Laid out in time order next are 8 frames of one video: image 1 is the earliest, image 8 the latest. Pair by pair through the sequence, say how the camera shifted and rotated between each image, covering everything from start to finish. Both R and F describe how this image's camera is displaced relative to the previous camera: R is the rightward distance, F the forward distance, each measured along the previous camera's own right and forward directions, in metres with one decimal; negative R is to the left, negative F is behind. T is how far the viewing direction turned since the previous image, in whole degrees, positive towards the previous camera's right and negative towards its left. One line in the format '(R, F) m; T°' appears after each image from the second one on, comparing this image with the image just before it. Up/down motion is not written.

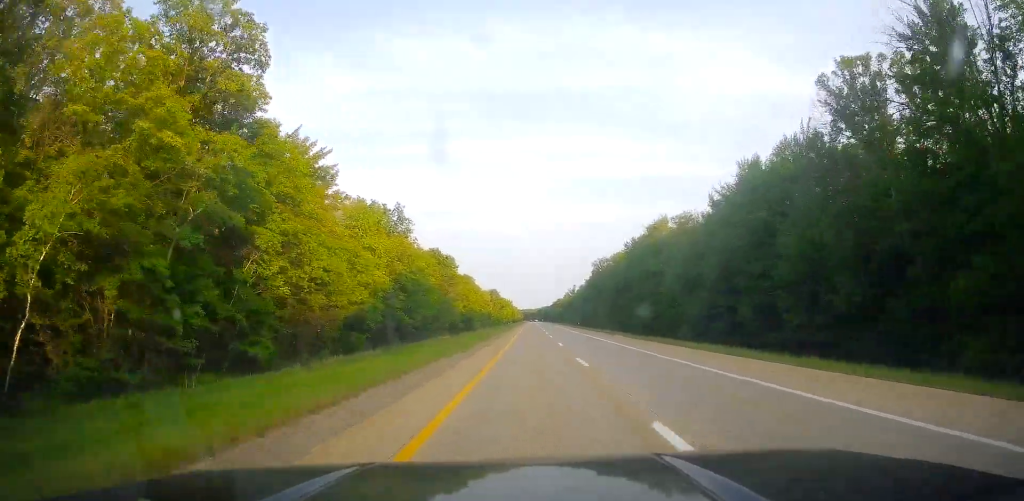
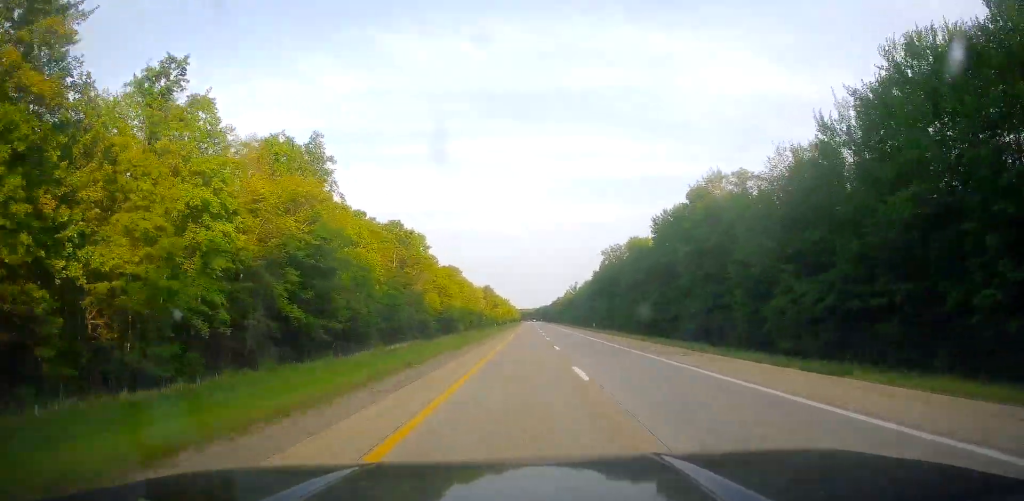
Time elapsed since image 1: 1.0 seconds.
(0.0, +34.8) m; 0°
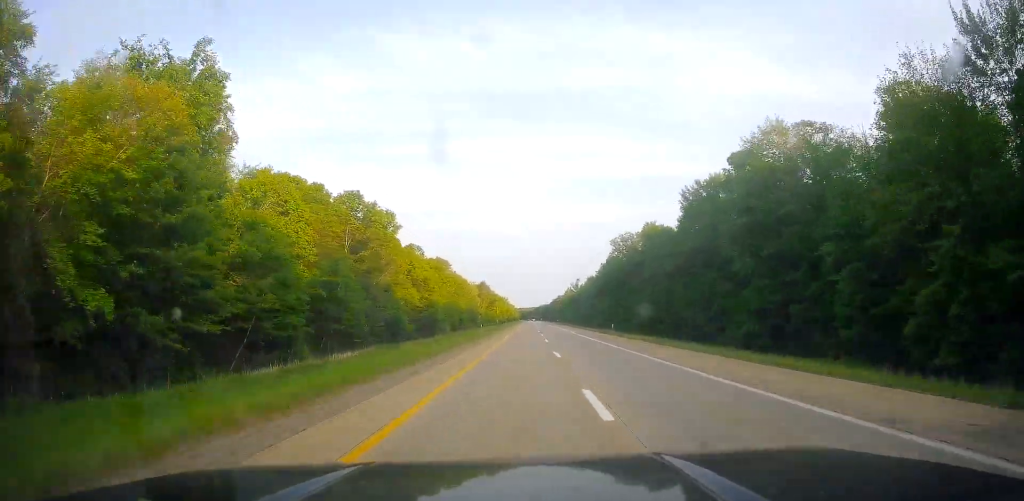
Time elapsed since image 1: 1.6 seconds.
(0.0, +21.7) m; 0°
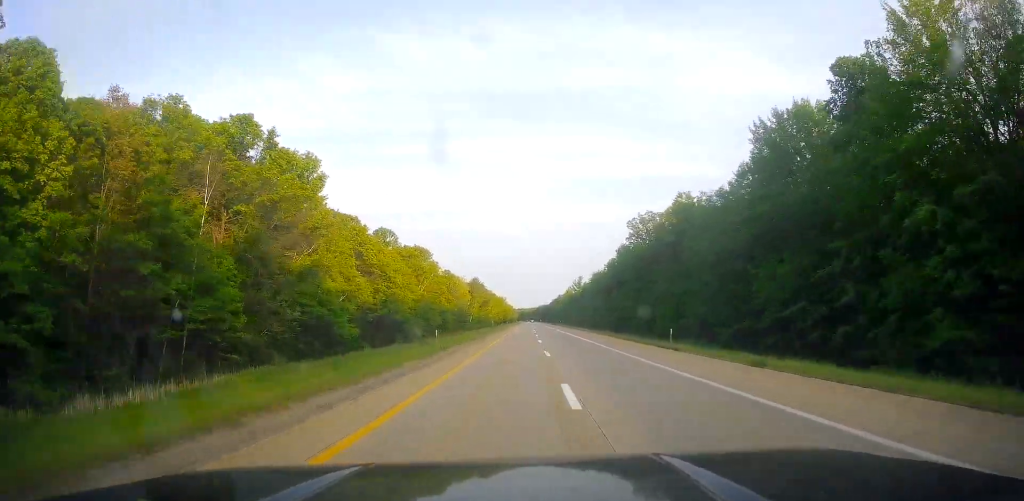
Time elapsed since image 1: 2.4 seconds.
(0.0, +28.8) m; 0°
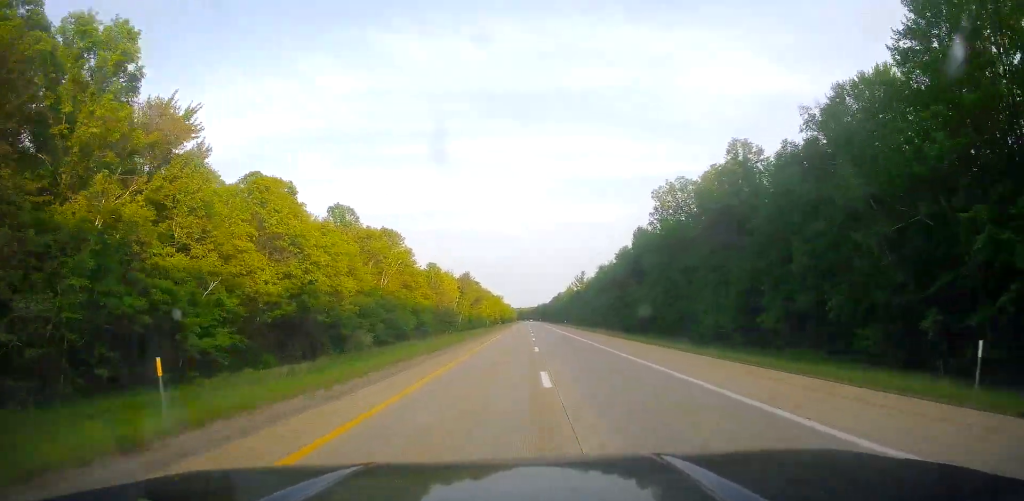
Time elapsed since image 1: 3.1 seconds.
(0.0, +27.6) m; 0°
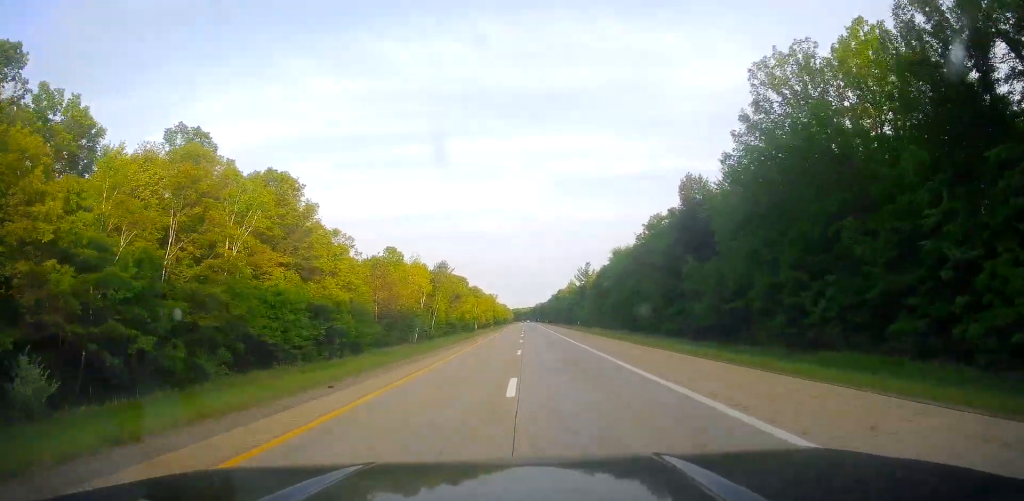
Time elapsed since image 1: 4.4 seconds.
(+0.2, +46.7) m; +1°
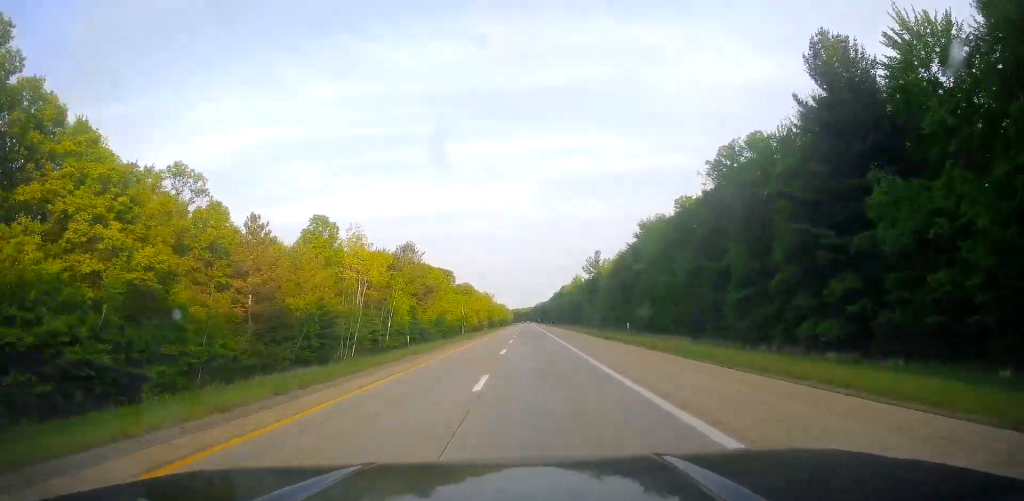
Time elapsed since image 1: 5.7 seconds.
(+0.2, +44.5) m; 0°
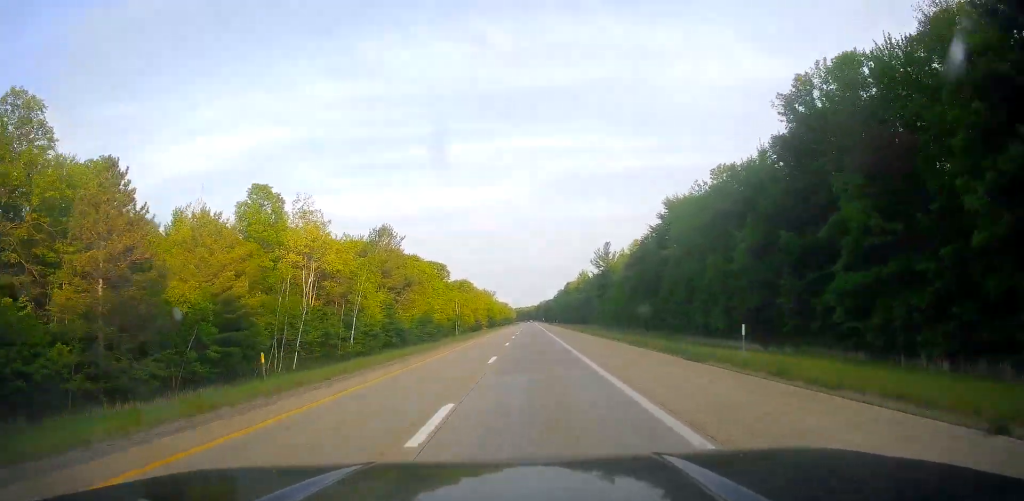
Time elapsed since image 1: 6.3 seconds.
(0.0, +21.7) m; 0°
